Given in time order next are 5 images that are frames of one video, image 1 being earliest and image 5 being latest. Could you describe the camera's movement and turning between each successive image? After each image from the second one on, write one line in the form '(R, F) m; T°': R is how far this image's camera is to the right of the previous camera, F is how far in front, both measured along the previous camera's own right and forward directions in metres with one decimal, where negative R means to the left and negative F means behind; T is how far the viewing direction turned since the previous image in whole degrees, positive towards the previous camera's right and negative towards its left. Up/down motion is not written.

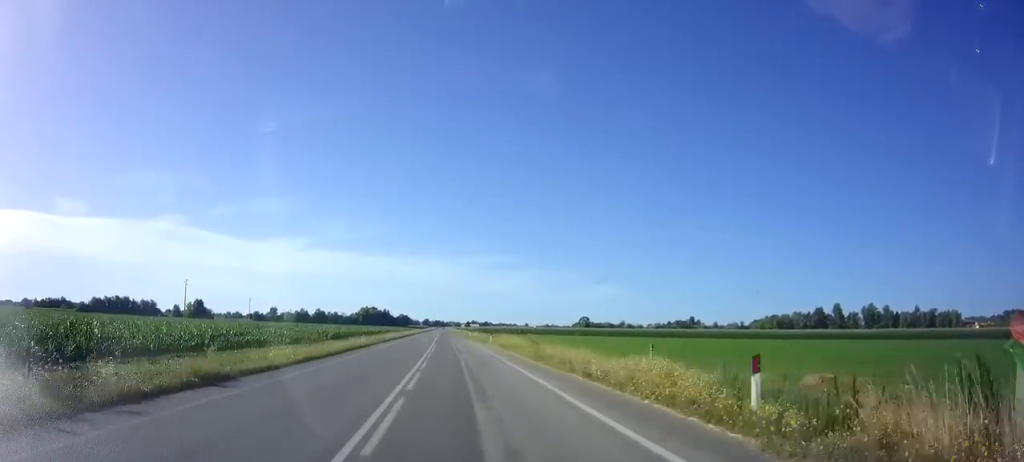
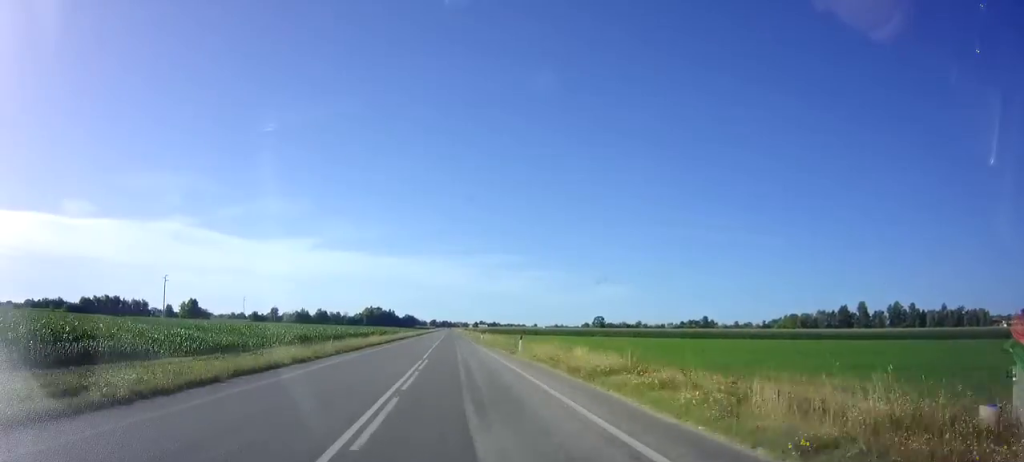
(0.0, +17.6) m; 0°
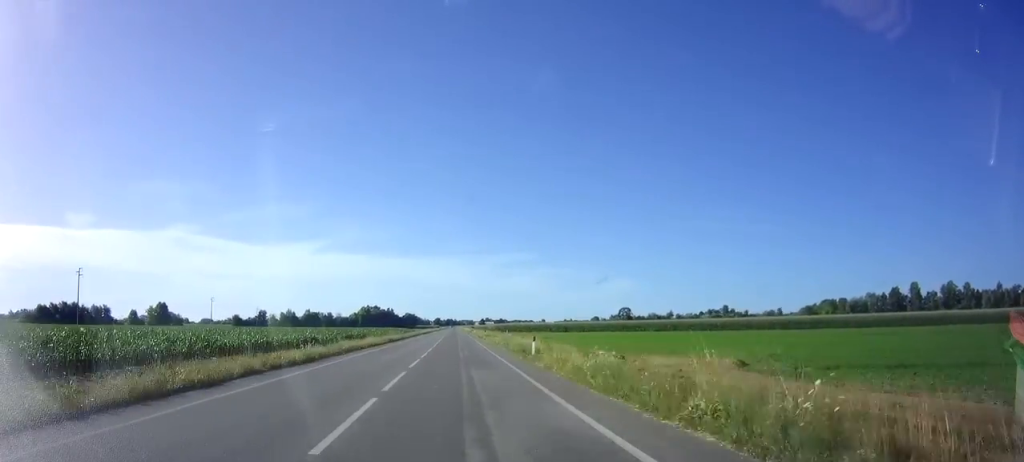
(-0.4, +43.0) m; -1°
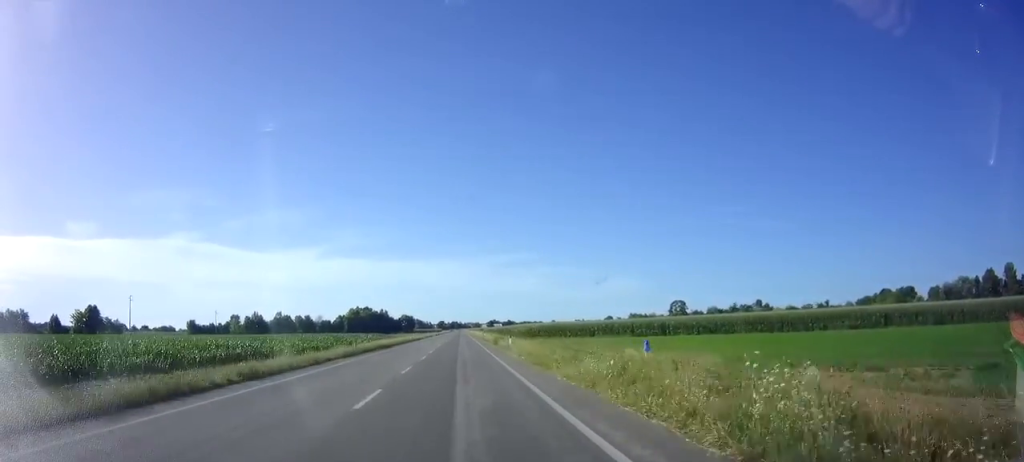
(-0.4, +65.2) m; 0°
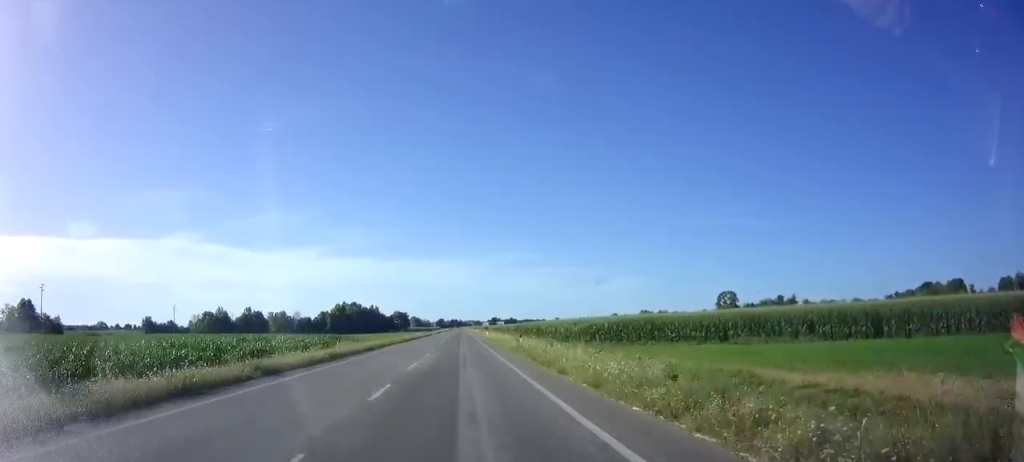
(-0.2, +44.0) m; 0°
